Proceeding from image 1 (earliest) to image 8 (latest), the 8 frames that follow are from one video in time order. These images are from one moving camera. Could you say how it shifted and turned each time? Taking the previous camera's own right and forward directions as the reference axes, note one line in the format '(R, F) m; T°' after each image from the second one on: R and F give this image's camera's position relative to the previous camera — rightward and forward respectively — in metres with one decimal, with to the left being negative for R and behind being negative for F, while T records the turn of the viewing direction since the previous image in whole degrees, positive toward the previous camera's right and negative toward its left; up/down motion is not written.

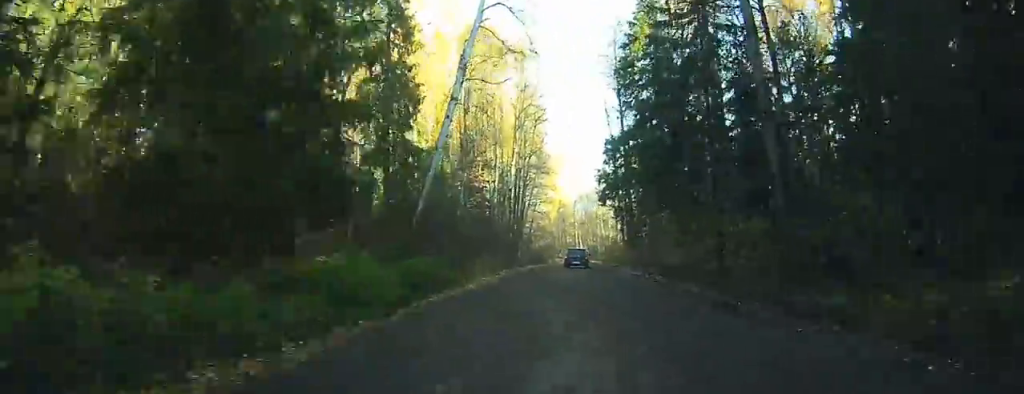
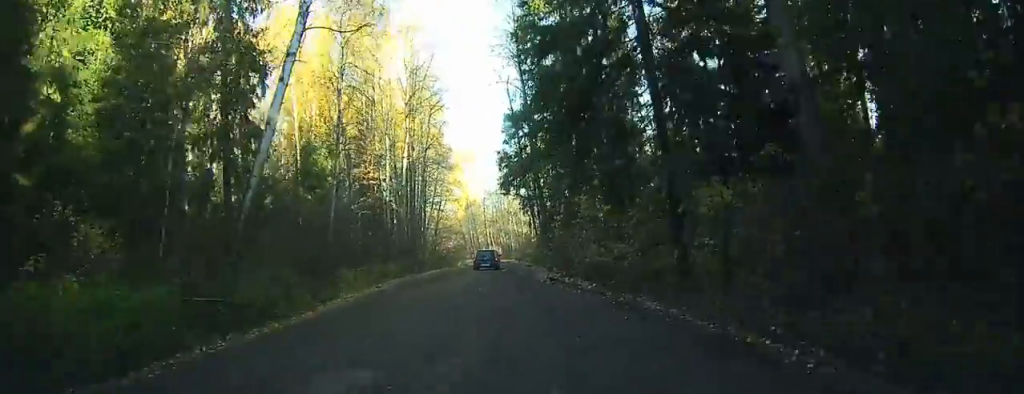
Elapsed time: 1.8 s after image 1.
(+0.6, +6.9) m; +6°
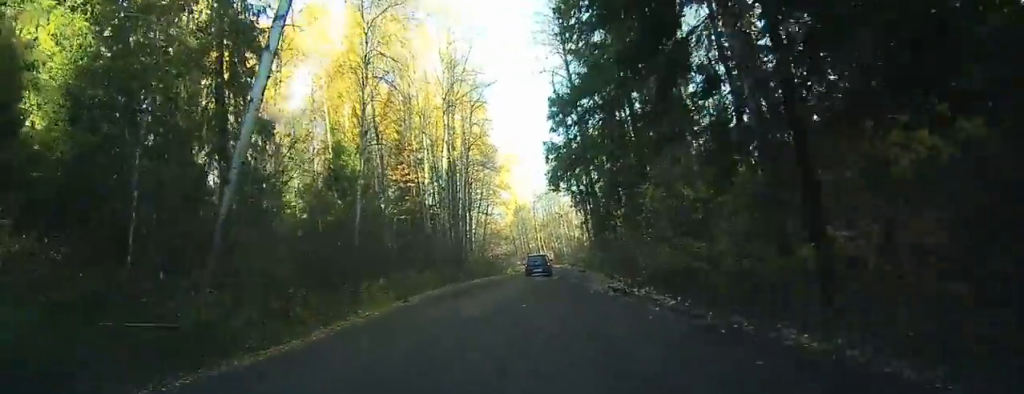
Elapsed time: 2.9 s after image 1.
(+0.1, +4.2) m; +1°
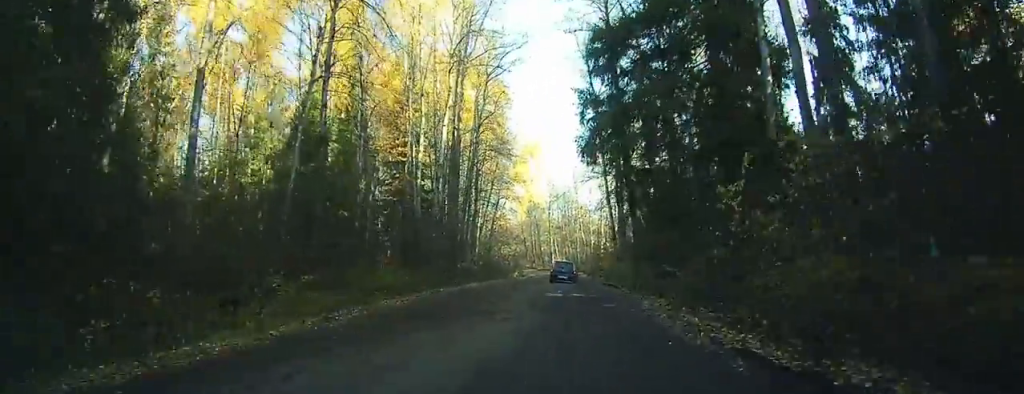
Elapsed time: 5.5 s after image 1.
(-0.5, +9.9) m; -7°
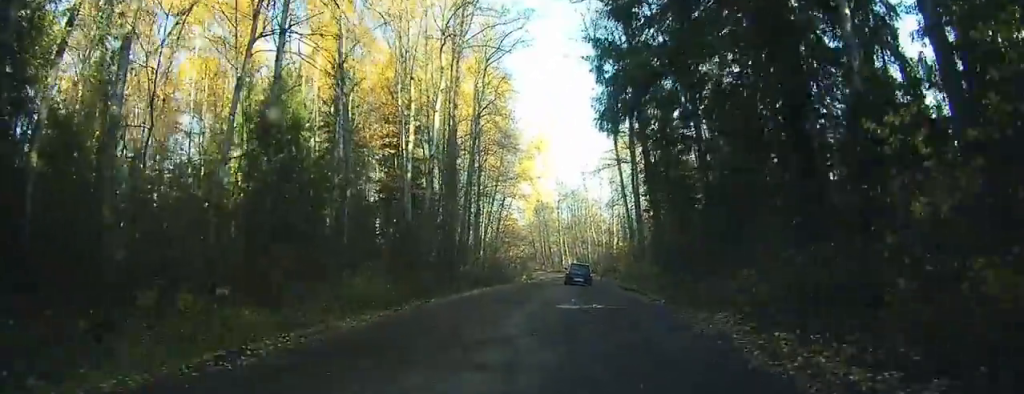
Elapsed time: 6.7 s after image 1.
(-0.2, +4.5) m; -3°
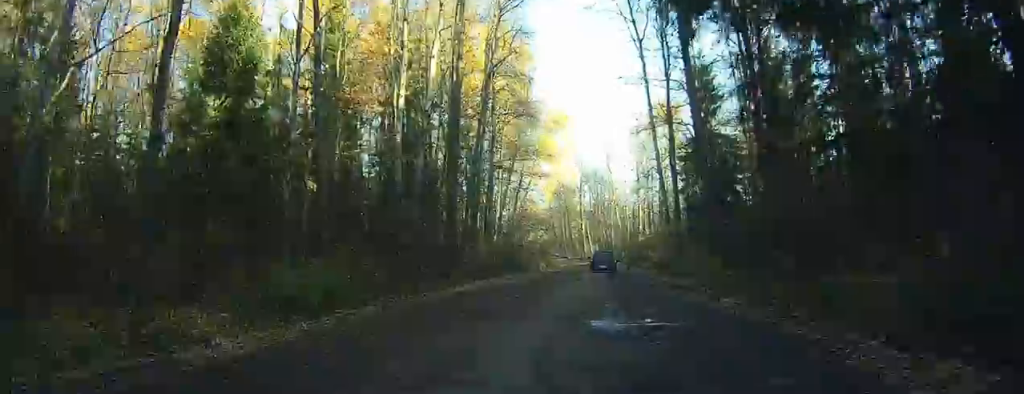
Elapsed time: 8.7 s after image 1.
(0.0, +6.1) m; -4°
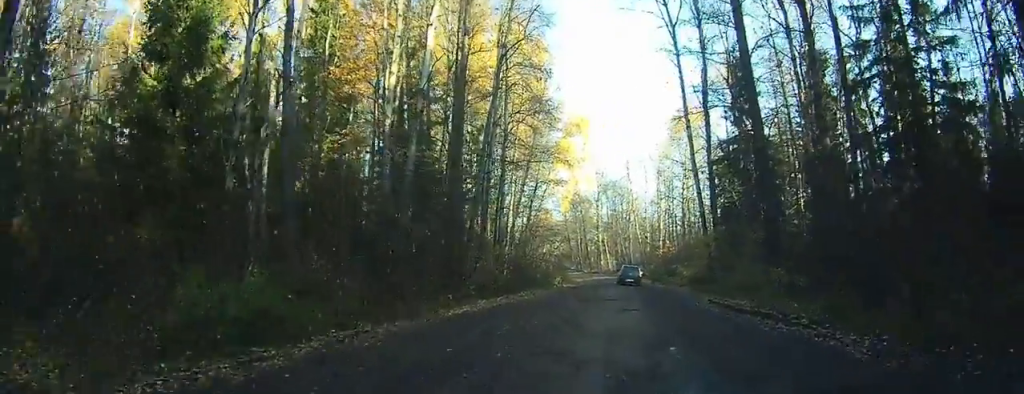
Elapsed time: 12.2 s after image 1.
(-0.7, +7.3) m; -3°
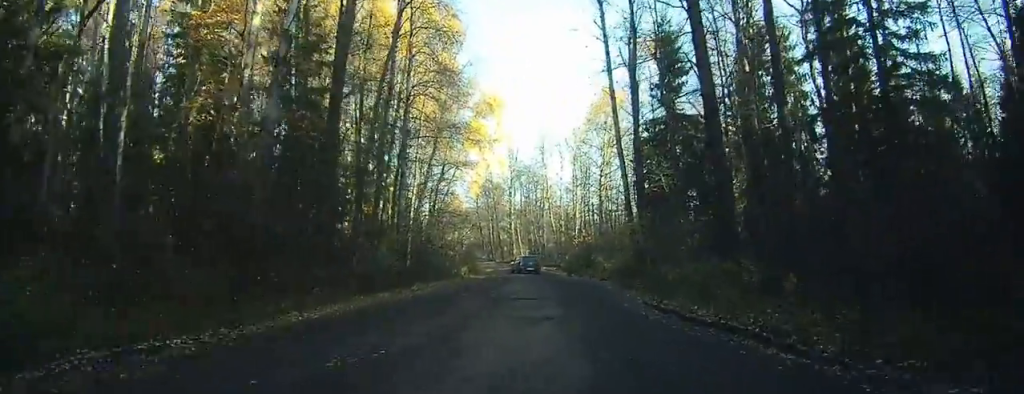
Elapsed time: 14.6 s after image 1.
(+0.2, +4.0) m; -4°
